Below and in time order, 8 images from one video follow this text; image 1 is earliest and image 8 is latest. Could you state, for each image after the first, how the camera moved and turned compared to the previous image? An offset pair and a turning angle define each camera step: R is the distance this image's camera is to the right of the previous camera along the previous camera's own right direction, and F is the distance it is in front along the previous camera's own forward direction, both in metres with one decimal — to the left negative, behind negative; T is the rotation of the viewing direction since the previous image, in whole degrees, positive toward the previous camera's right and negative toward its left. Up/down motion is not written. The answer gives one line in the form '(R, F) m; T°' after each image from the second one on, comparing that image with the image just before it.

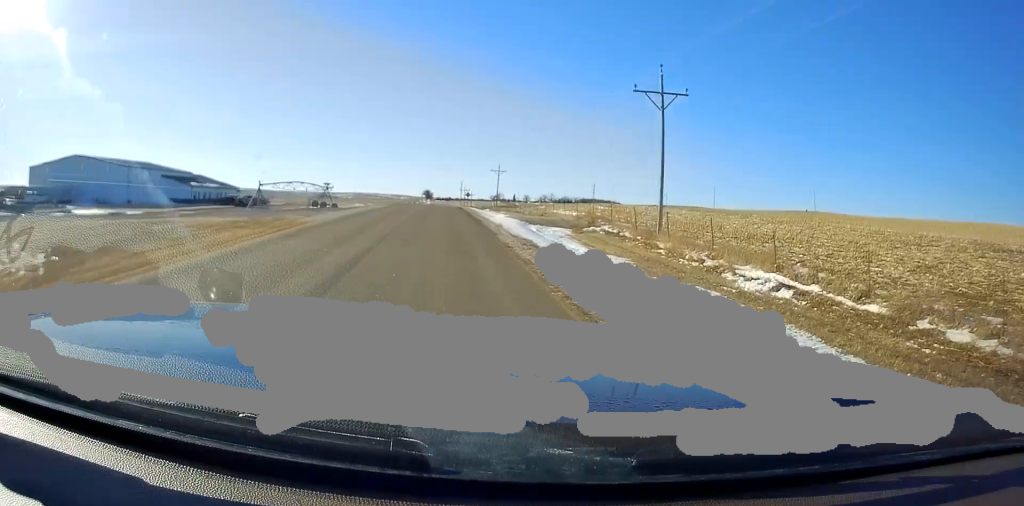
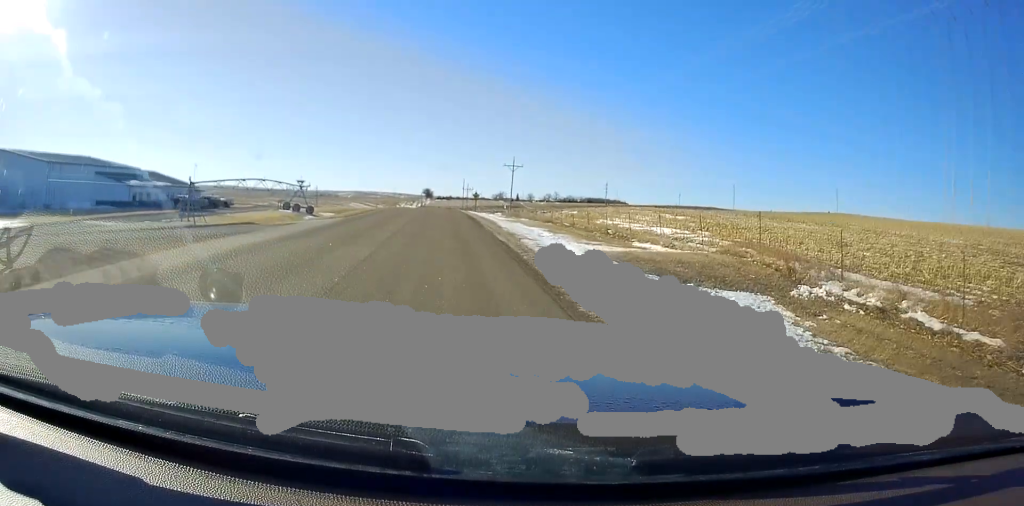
(-0.4, +22.7) m; -1°
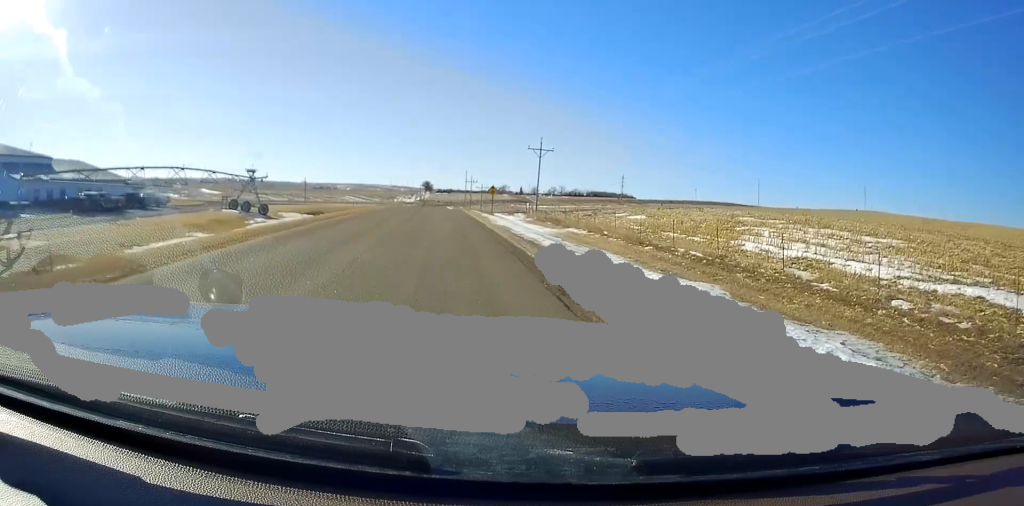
(0.0, +25.9) m; 0°
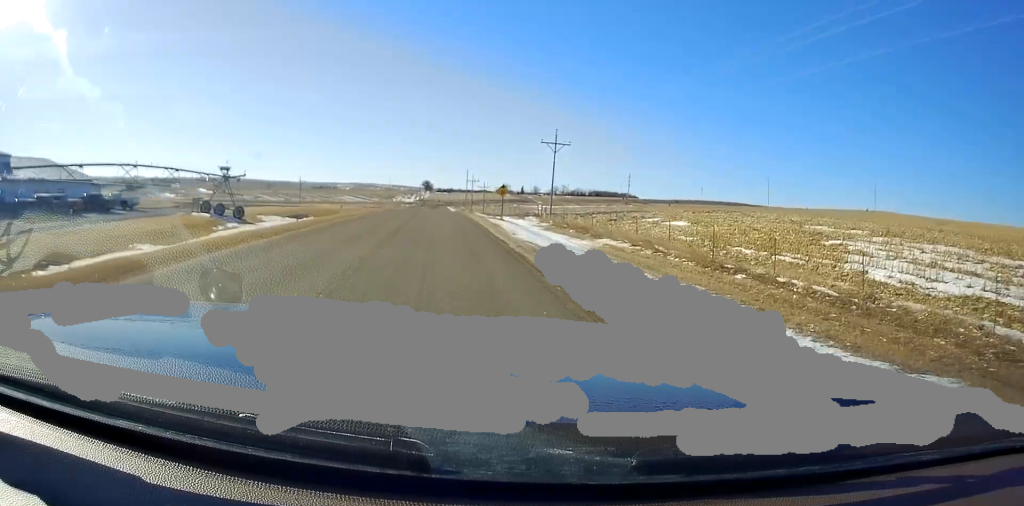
(0.0, +9.1) m; 0°
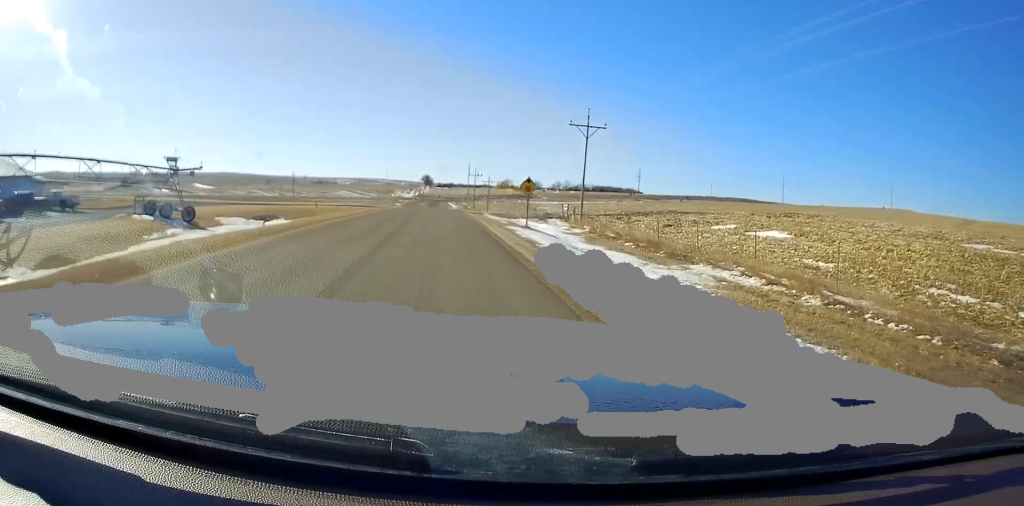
(0.0, +13.4) m; 0°
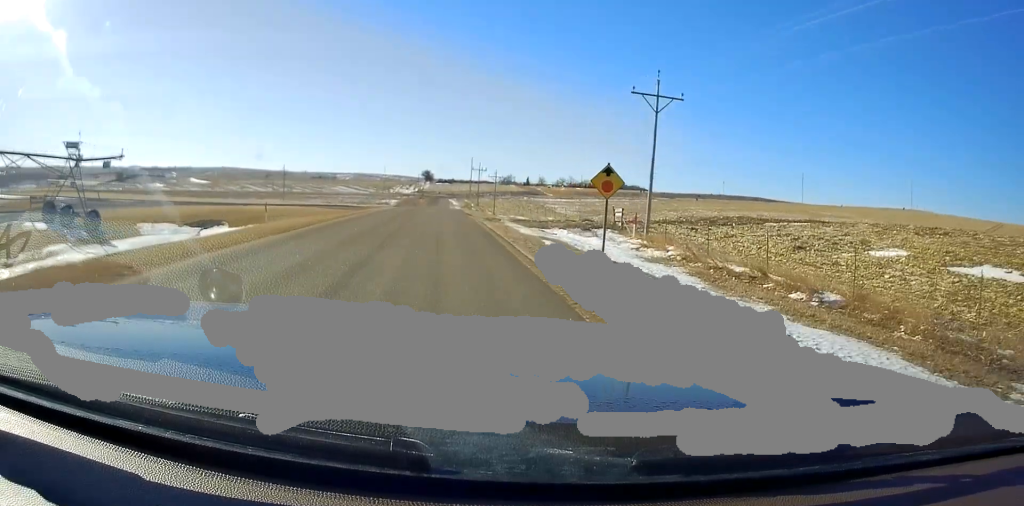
(0.0, +15.7) m; 0°
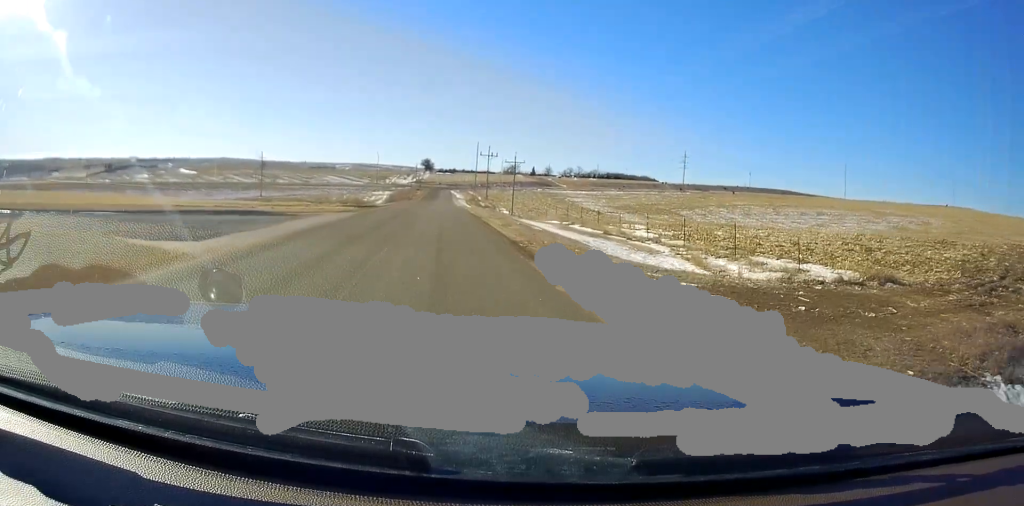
(0.0, +30.8) m; 0°
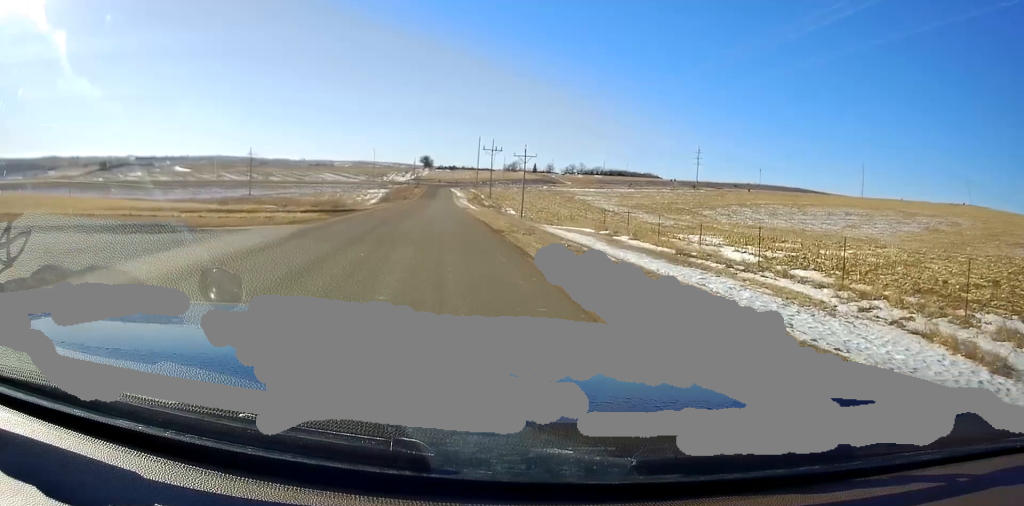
(0.0, +11.9) m; 0°
